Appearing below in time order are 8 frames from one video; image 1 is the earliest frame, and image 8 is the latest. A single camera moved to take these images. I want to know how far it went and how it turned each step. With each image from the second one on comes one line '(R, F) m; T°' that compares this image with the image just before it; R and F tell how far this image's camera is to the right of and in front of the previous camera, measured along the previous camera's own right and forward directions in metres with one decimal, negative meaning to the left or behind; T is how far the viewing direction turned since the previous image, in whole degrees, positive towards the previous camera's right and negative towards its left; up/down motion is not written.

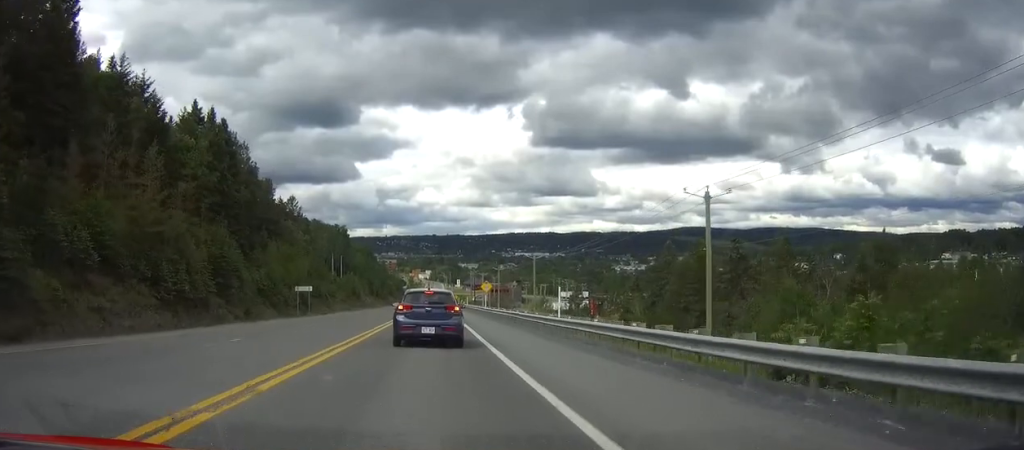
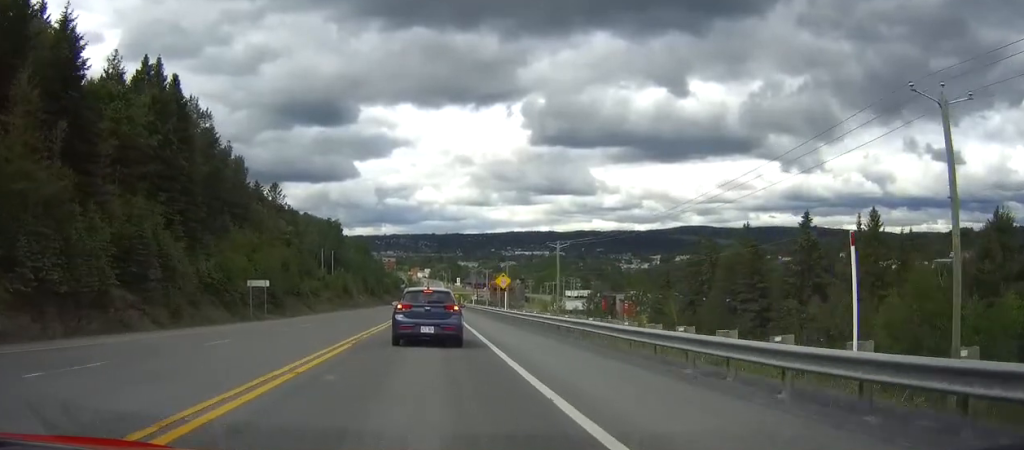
(0.0, +18.2) m; 0°
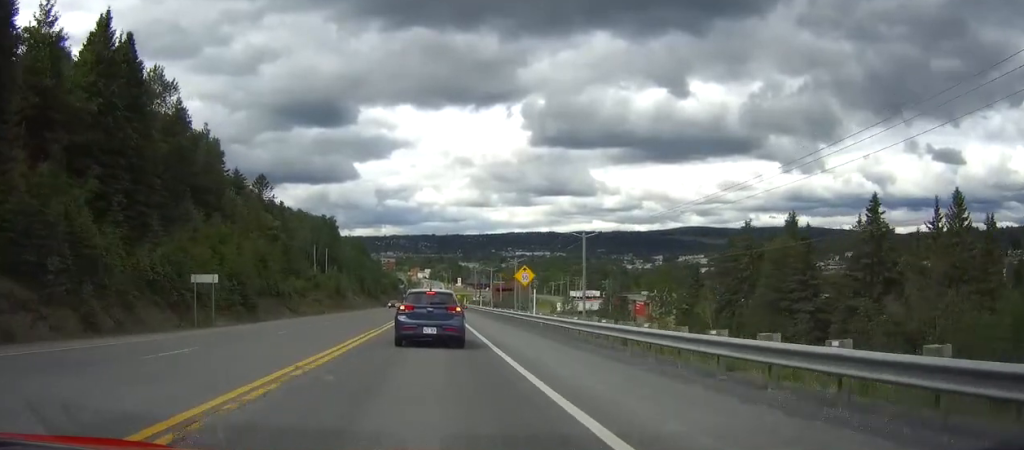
(0.0, +12.9) m; 0°
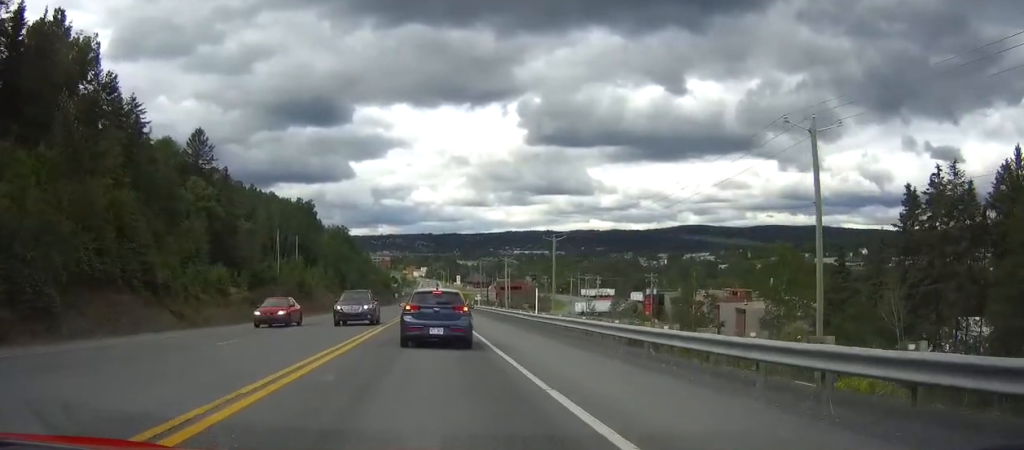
(-0.1, +39.1) m; 0°
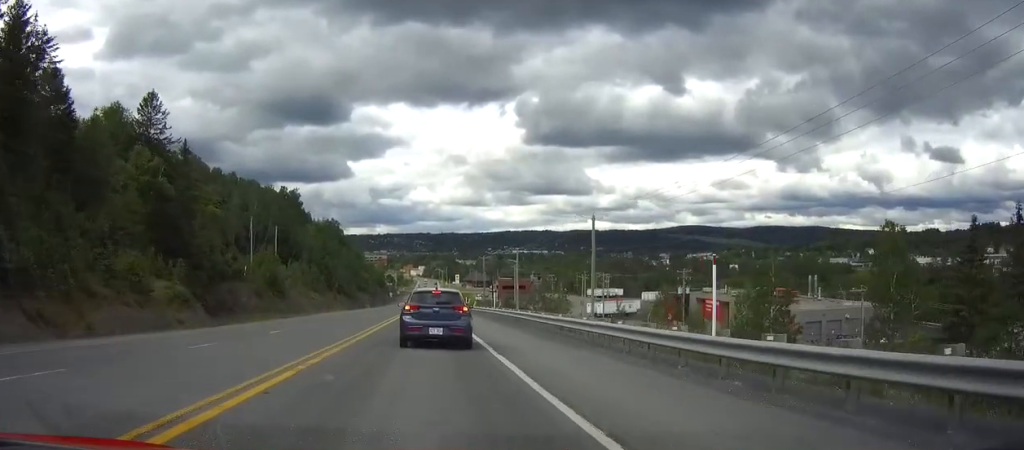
(0.0, +19.6) m; 0°
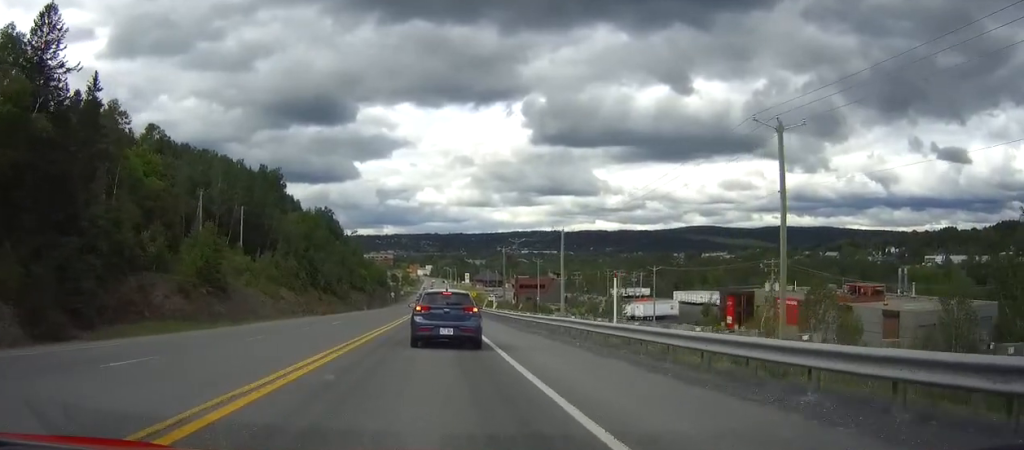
(-0.1, +31.5) m; 0°
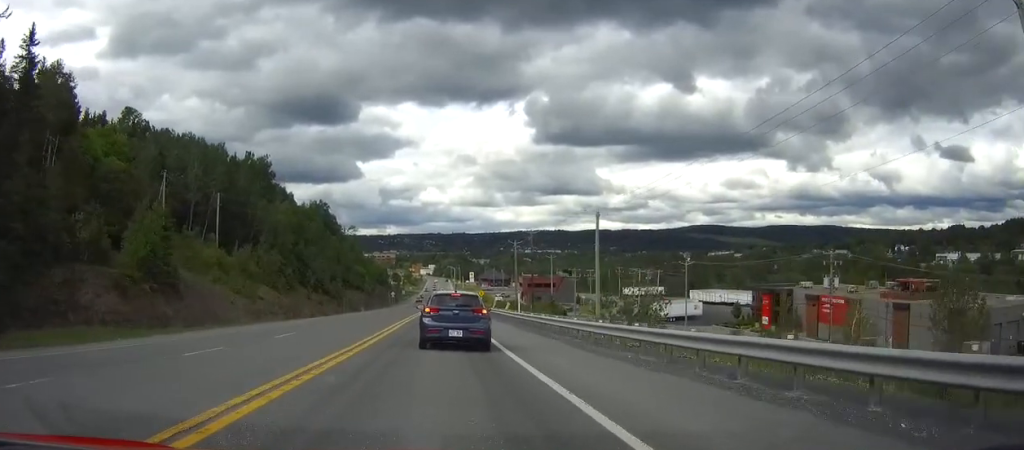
(0.0, +14.5) m; 0°
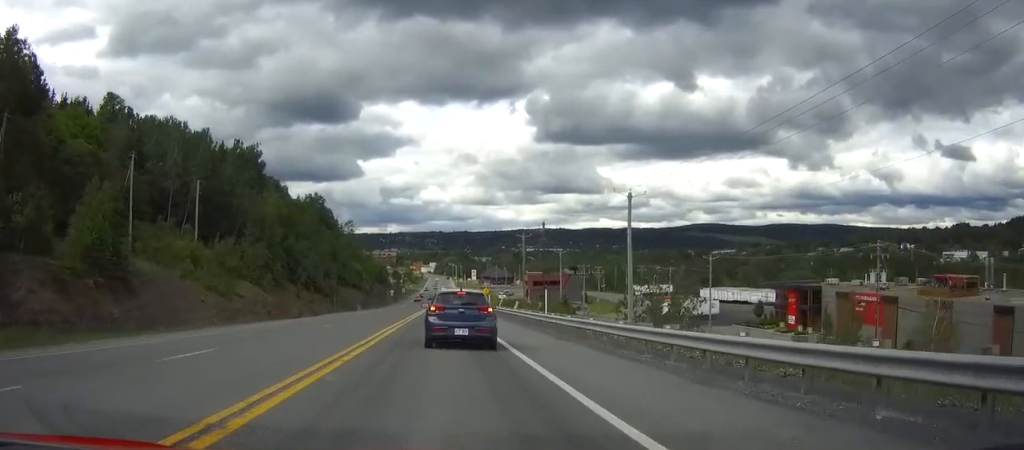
(0.0, +9.5) m; 0°
